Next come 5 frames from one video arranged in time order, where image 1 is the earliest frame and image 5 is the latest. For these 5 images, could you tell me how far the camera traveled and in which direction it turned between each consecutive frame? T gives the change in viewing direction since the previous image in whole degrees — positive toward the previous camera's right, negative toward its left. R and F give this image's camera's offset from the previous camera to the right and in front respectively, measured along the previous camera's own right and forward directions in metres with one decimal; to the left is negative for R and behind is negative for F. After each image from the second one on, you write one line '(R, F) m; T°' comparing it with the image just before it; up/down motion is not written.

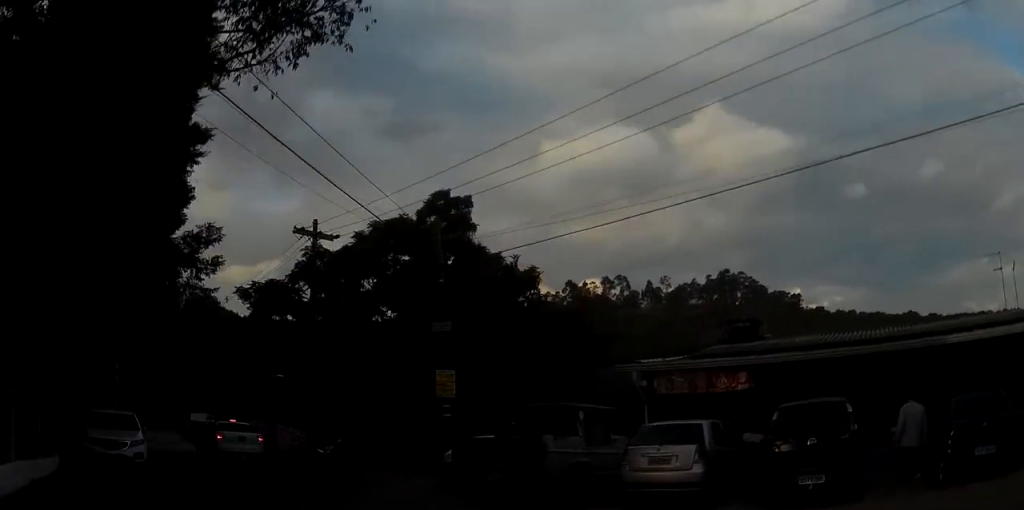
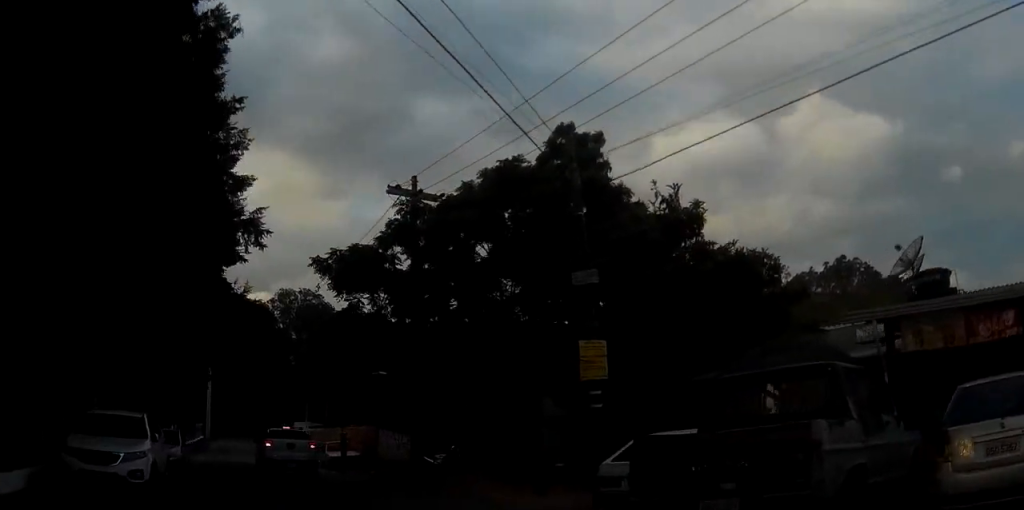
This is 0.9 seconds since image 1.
(-0.4, +5.9) m; -8°
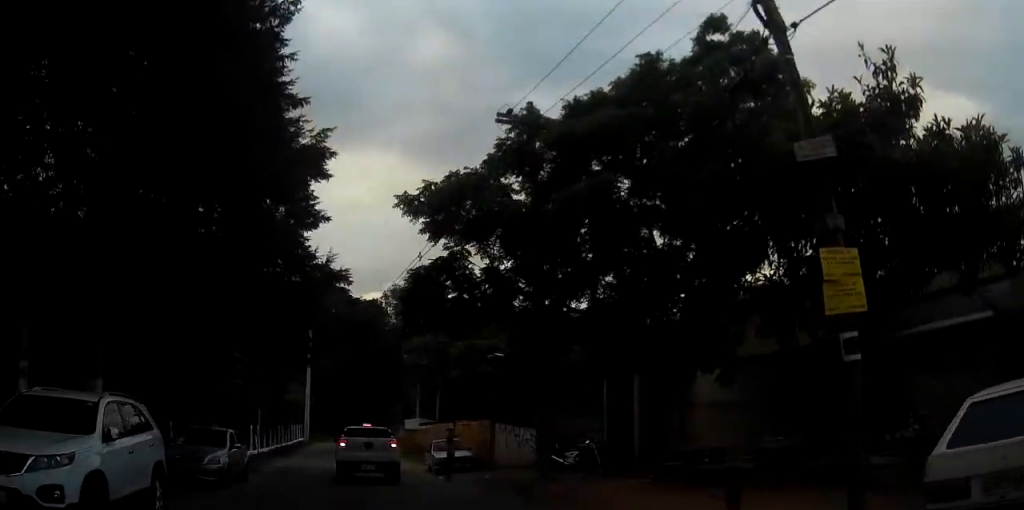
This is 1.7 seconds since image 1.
(-0.4, +5.6) m; -8°
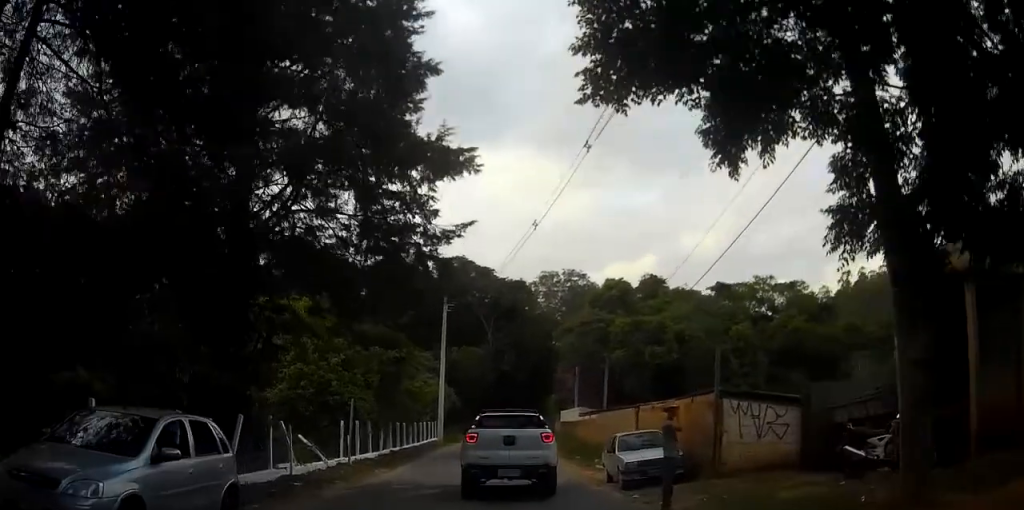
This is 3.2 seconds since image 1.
(-1.4, +10.8) m; -12°
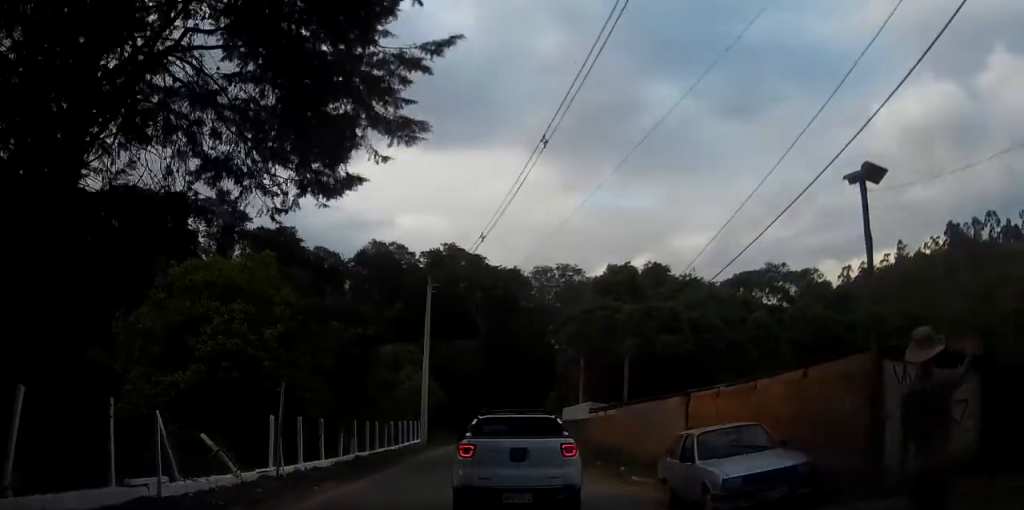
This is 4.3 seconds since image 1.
(-0.3, +7.9) m; -2°
